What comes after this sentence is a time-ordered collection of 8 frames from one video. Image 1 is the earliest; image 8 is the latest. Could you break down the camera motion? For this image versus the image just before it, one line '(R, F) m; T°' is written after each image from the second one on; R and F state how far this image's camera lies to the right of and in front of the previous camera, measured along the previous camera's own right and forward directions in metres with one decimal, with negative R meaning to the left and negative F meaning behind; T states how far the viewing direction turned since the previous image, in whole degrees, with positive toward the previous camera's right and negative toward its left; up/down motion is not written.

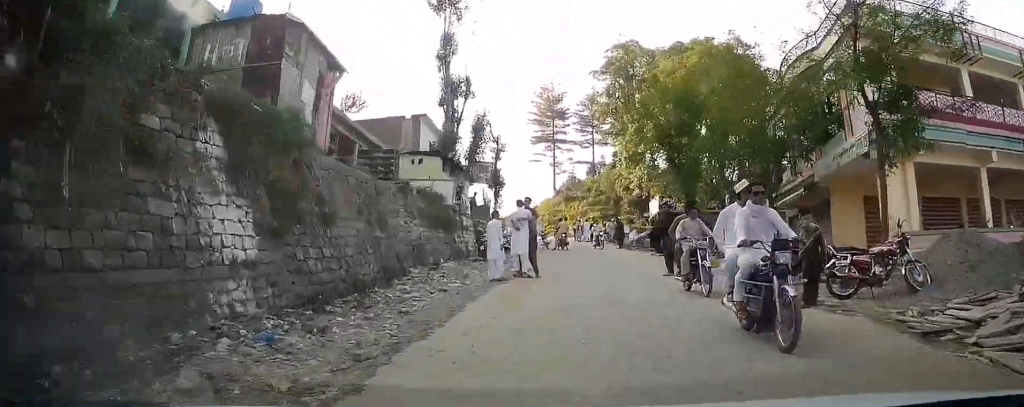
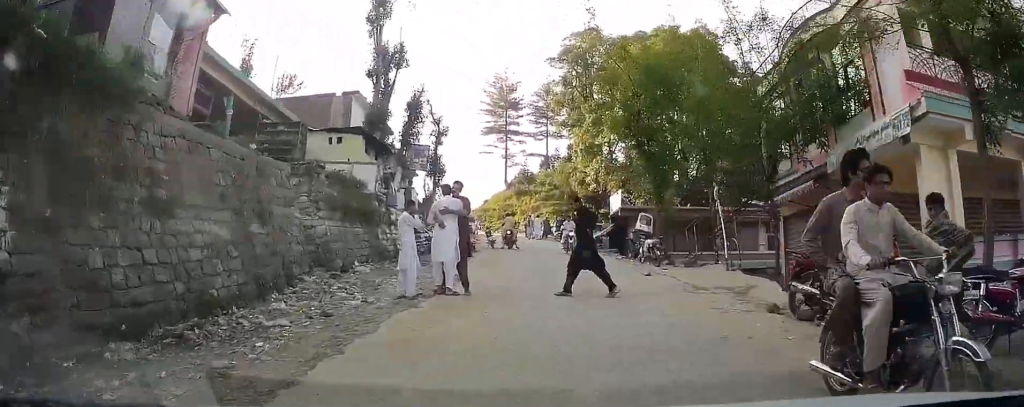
(-0.5, +4.2) m; +1°
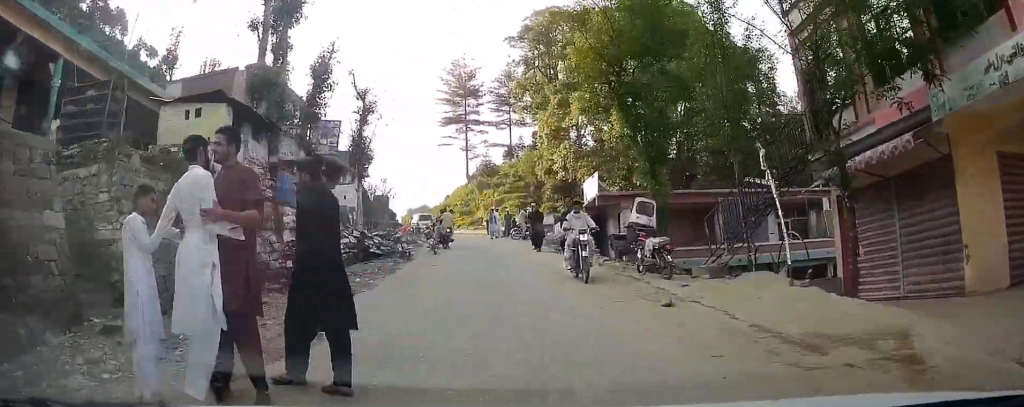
(+0.7, +7.1) m; +6°
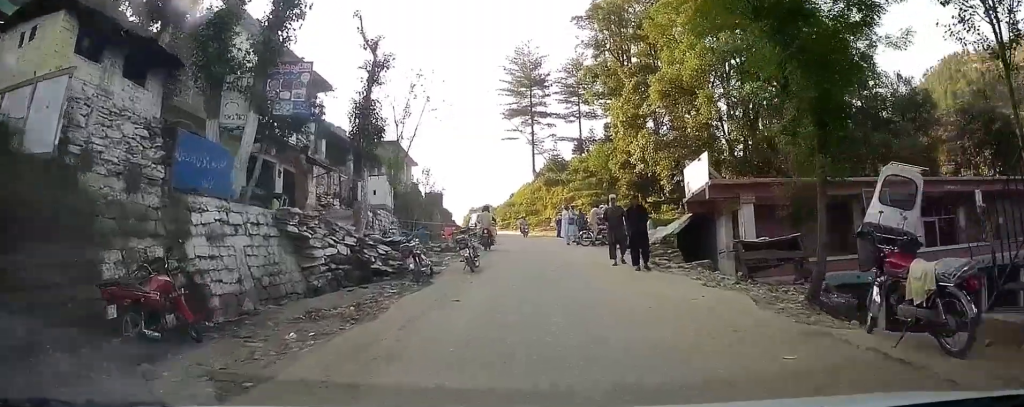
(+0.3, +6.8) m; -1°
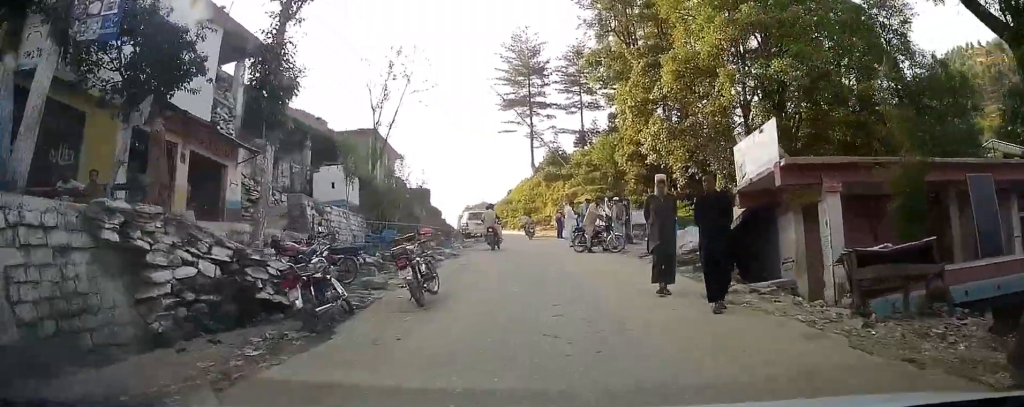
(+0.1, +4.7) m; -4°
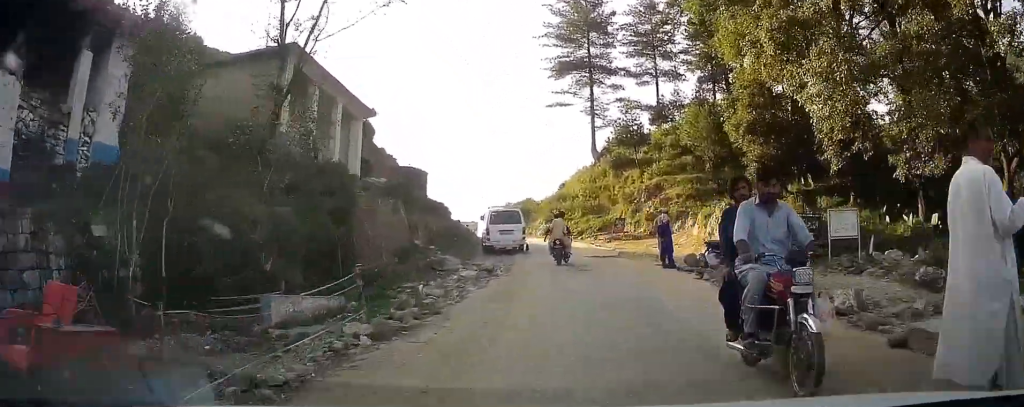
(-3.6, +18.5) m; -11°
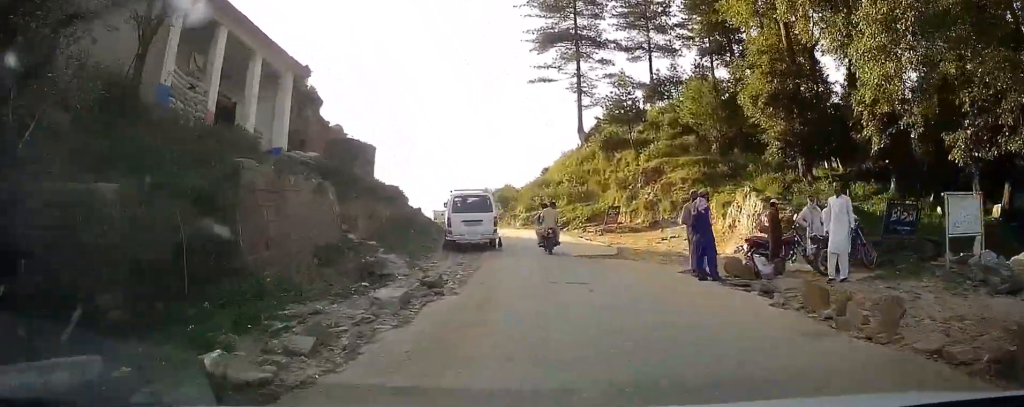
(+0.2, +5.7) m; +5°
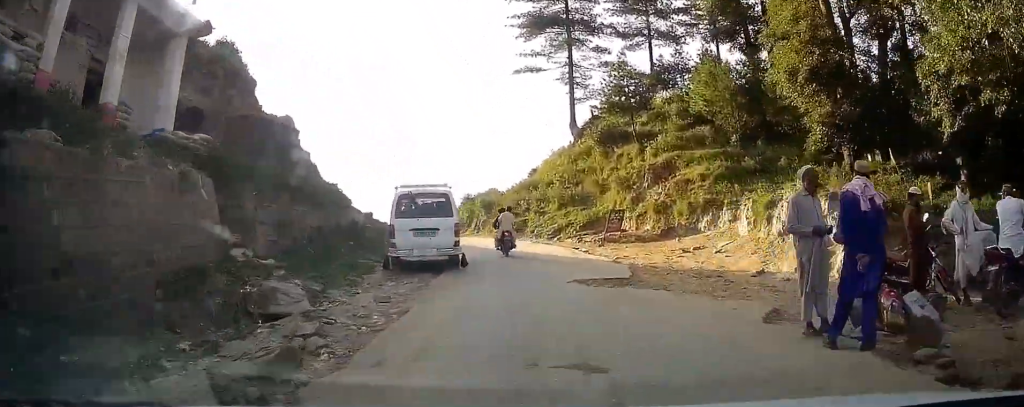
(+0.3, +5.6) m; 0°
